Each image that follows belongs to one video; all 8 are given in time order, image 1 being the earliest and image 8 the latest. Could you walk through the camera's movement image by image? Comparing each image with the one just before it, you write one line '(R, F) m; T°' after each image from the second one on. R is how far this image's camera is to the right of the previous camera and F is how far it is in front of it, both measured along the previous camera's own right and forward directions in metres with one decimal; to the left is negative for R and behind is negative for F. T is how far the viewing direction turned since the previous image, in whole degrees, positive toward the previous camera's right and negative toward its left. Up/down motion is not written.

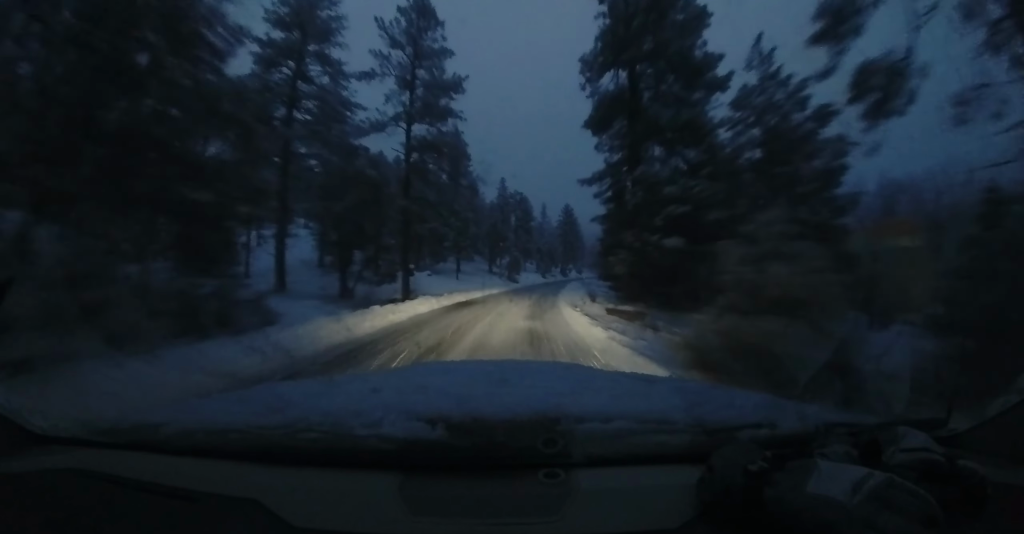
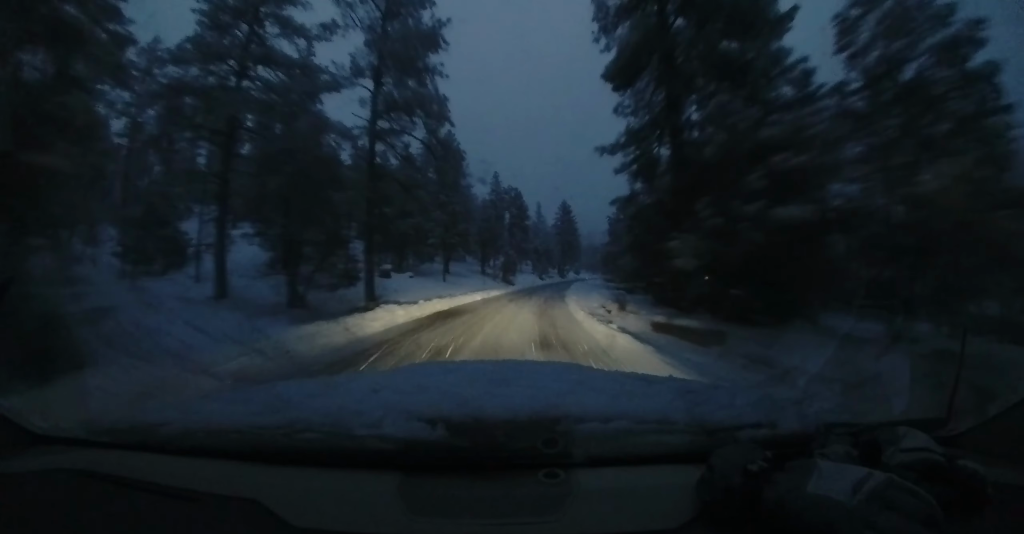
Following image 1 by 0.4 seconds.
(+0.1, +5.6) m; +2°
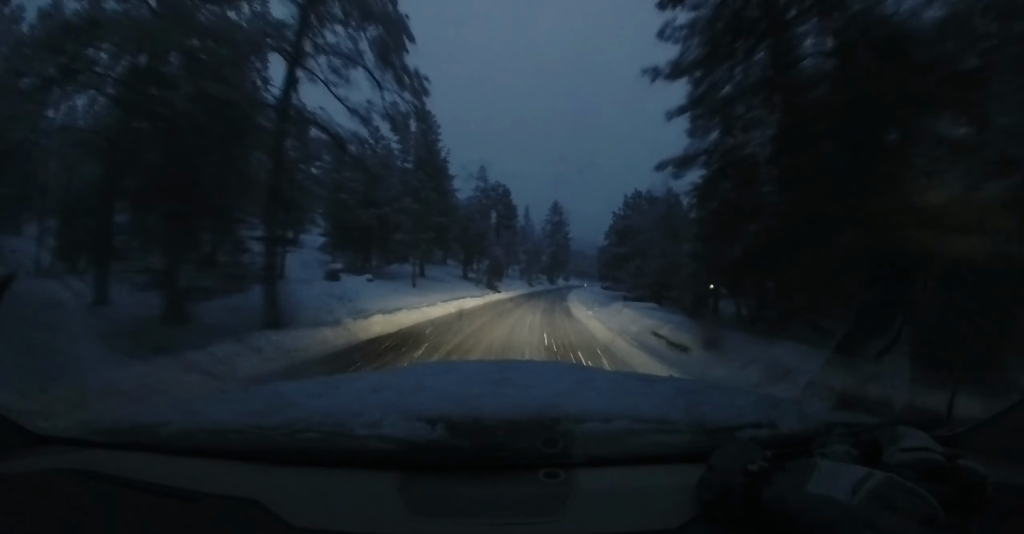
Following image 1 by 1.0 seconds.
(-0.1, +7.7) m; +2°
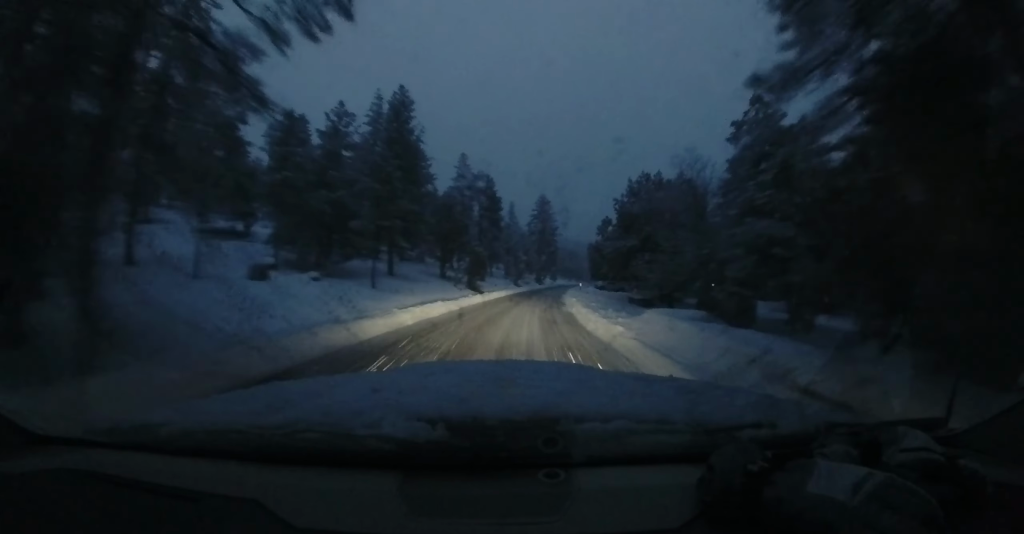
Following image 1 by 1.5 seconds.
(+0.2, +5.7) m; +3°
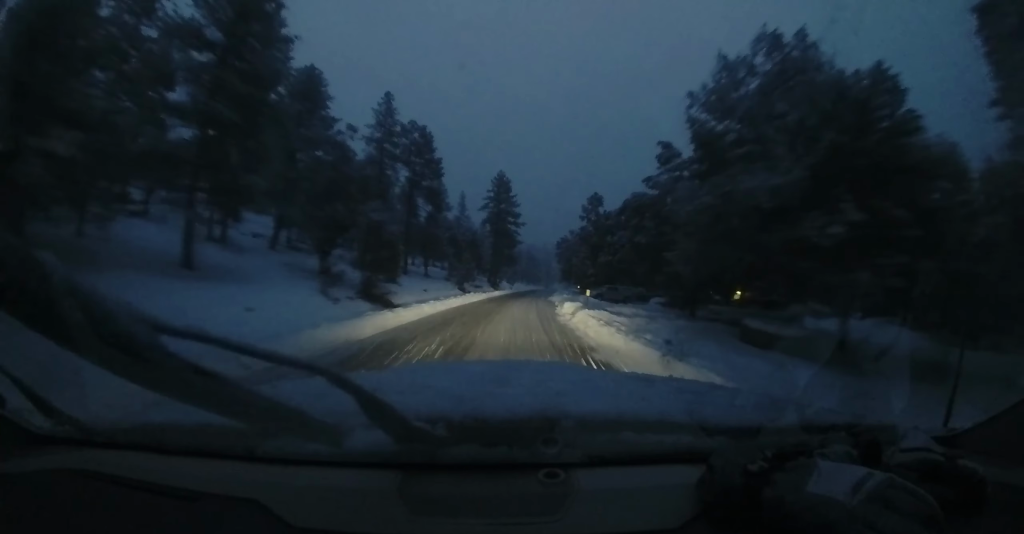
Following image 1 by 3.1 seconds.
(+2.0, +20.6) m; +9°
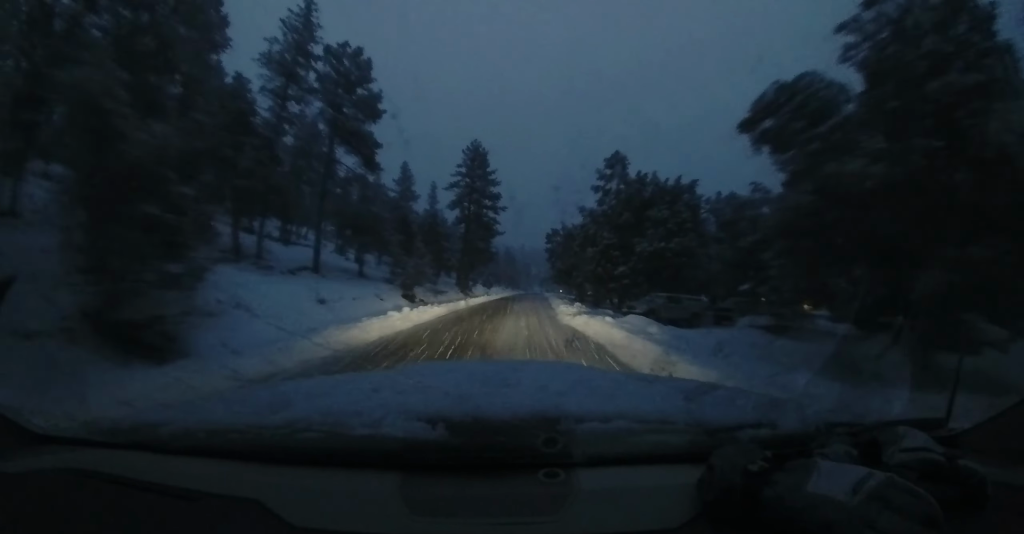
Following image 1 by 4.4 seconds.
(+0.4, +15.6) m; +3°
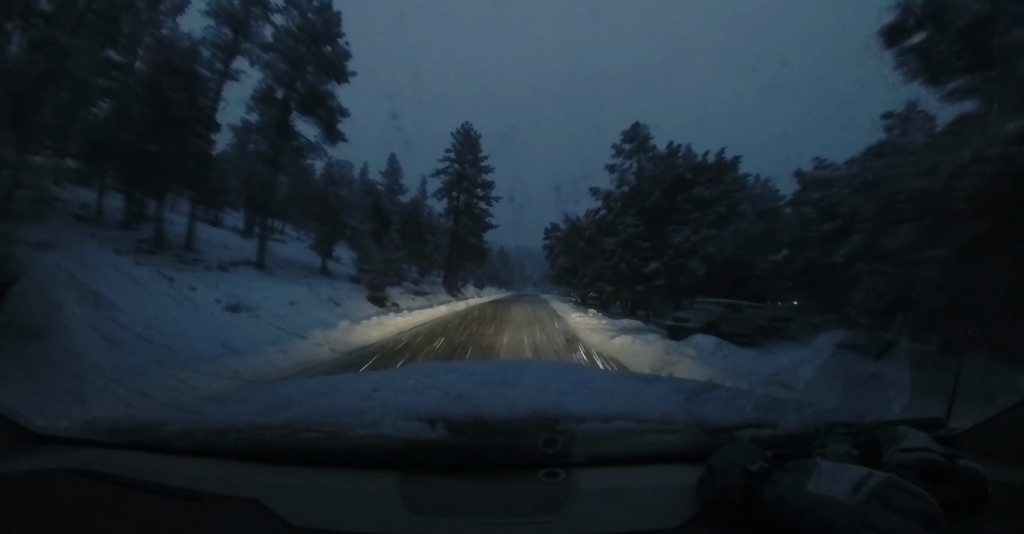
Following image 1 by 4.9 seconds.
(-0.1, +5.6) m; +3°
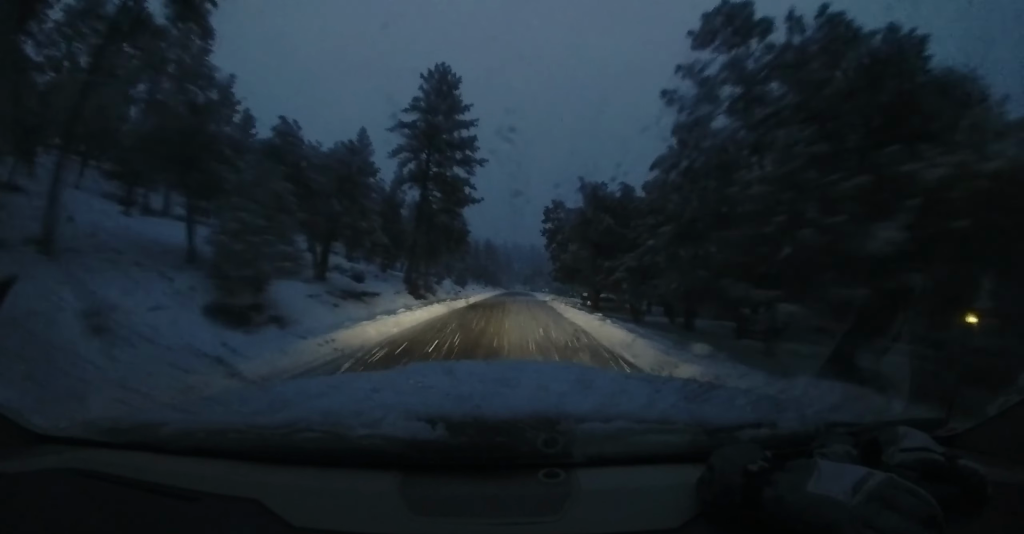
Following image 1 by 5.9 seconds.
(+0.8, +11.6) m; +4°
